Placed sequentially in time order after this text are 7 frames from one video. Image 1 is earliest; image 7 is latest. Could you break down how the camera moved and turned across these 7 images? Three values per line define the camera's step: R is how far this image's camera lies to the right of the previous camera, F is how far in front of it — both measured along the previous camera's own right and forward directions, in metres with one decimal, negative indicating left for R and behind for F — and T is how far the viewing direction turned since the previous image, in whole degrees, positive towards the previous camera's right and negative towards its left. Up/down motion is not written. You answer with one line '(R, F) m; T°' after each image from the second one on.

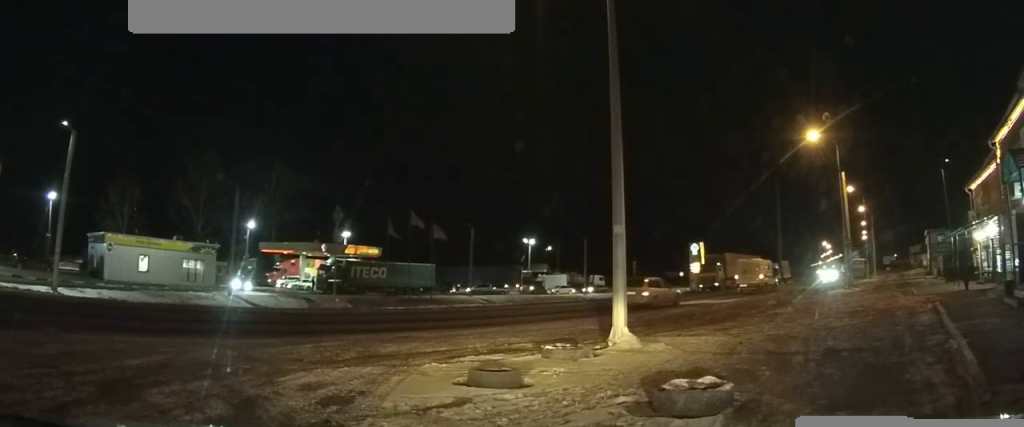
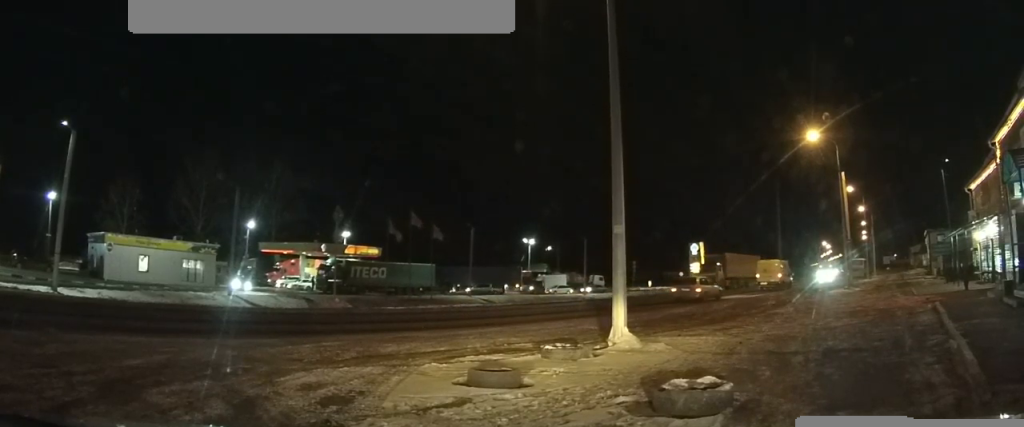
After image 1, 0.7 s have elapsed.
(-0.1, 0.0) m; 0°
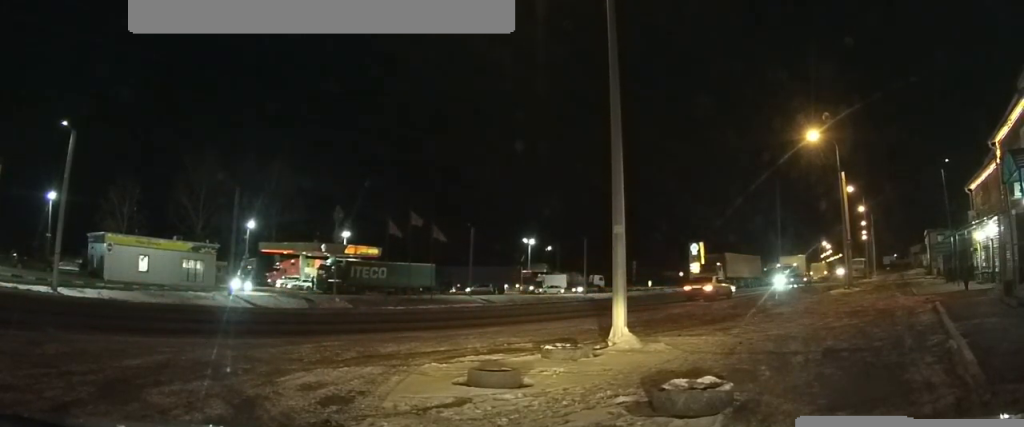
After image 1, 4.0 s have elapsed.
(0.0, 0.0) m; 0°
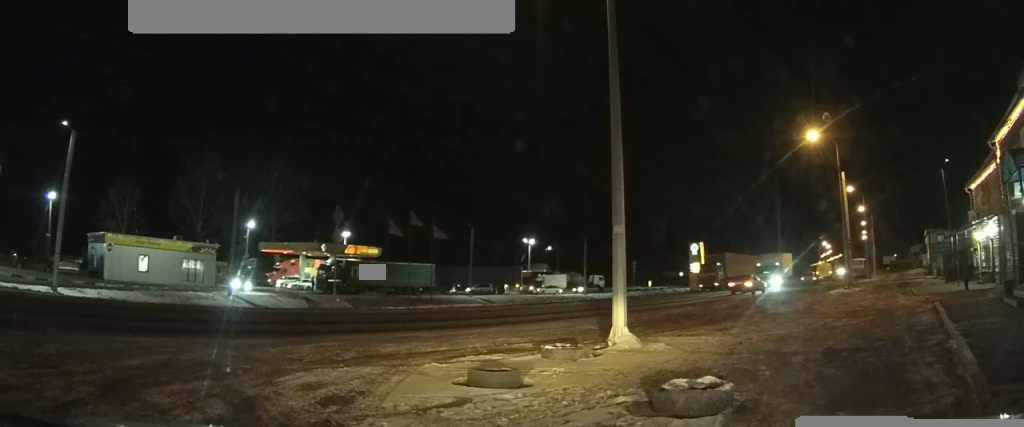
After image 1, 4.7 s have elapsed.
(0.0, 0.0) m; 0°
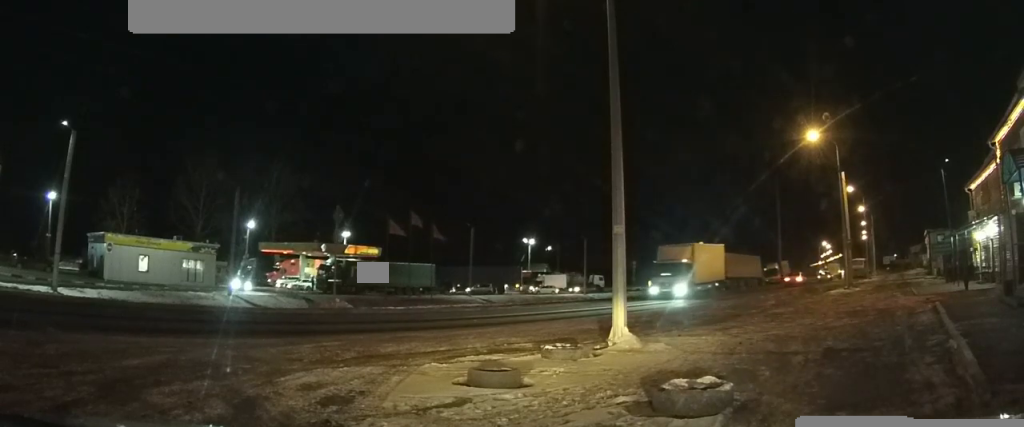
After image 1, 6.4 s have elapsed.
(0.0, 0.0) m; 0°
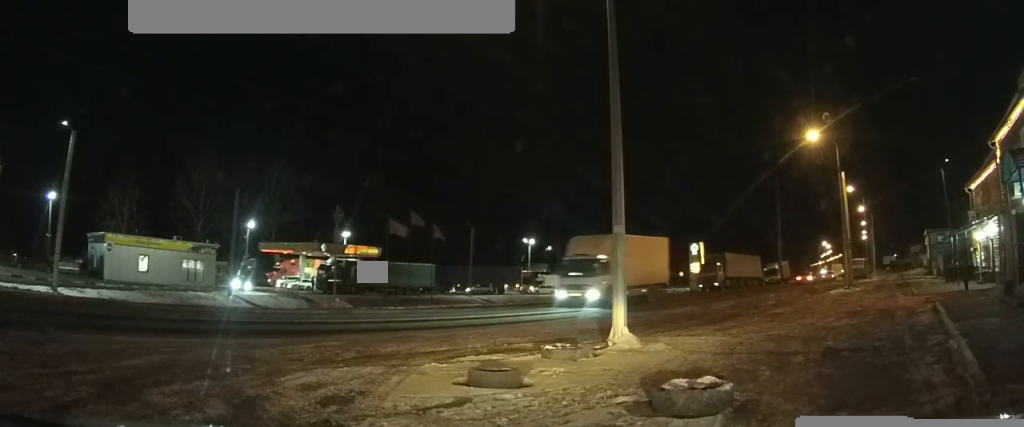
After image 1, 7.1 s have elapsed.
(0.0, 0.0) m; 0°
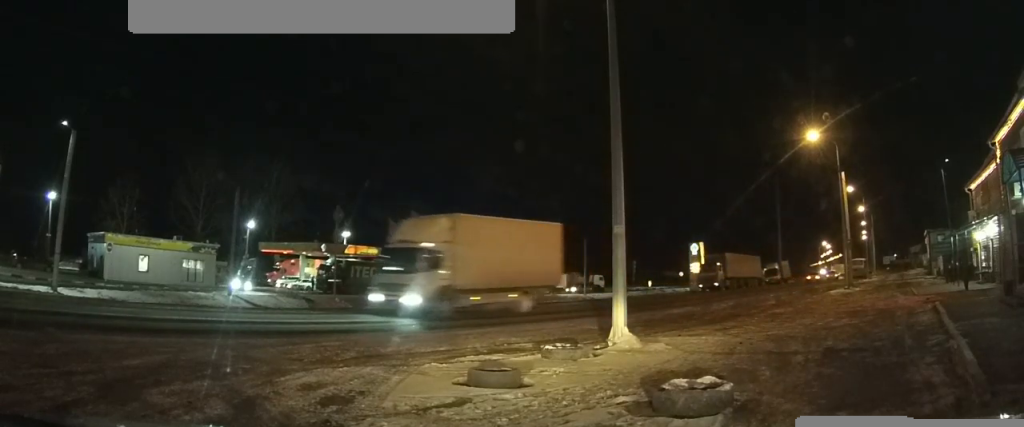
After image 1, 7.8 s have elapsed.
(0.0, 0.0) m; 0°
